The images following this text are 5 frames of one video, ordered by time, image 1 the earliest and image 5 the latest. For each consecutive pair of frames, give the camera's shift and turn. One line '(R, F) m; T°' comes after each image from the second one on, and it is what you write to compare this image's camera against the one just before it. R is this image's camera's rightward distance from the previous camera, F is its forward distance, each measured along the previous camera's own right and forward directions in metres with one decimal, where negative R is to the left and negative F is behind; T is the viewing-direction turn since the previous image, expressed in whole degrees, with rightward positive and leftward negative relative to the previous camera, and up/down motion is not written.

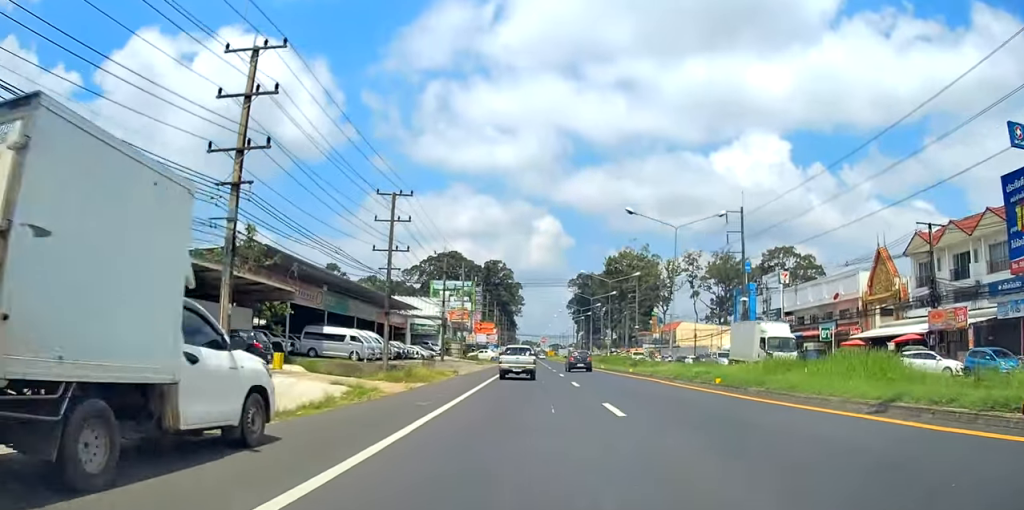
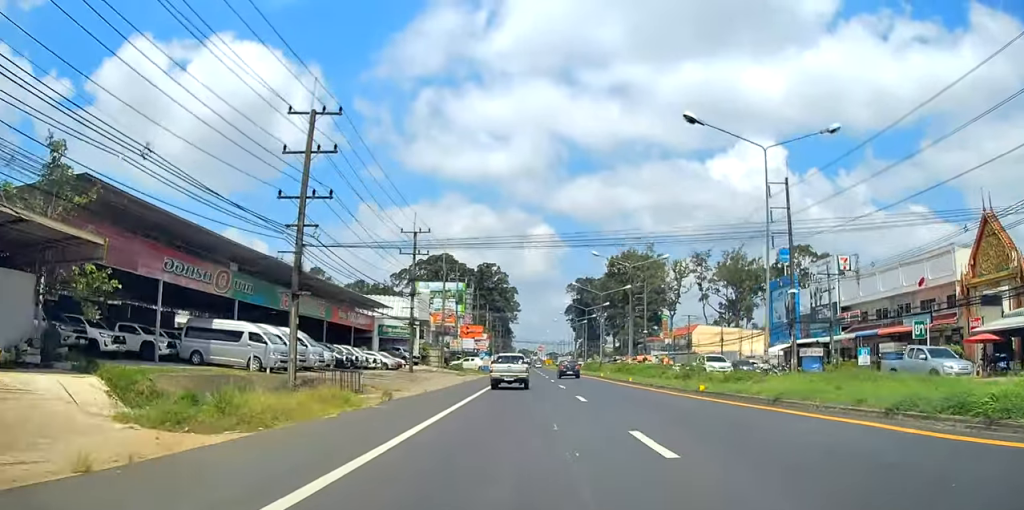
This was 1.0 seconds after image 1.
(0.0, +17.0) m; 0°
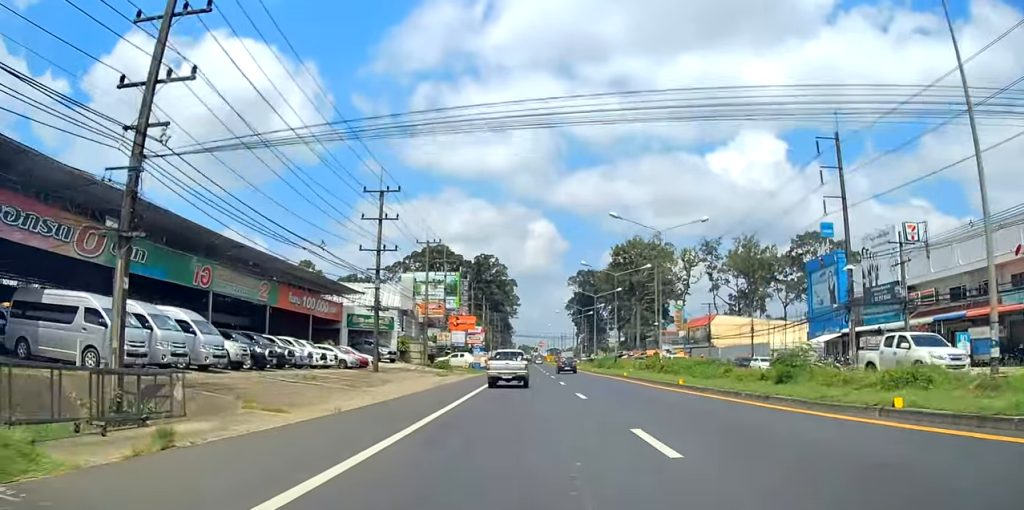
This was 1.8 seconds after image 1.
(0.0, +12.6) m; 0°
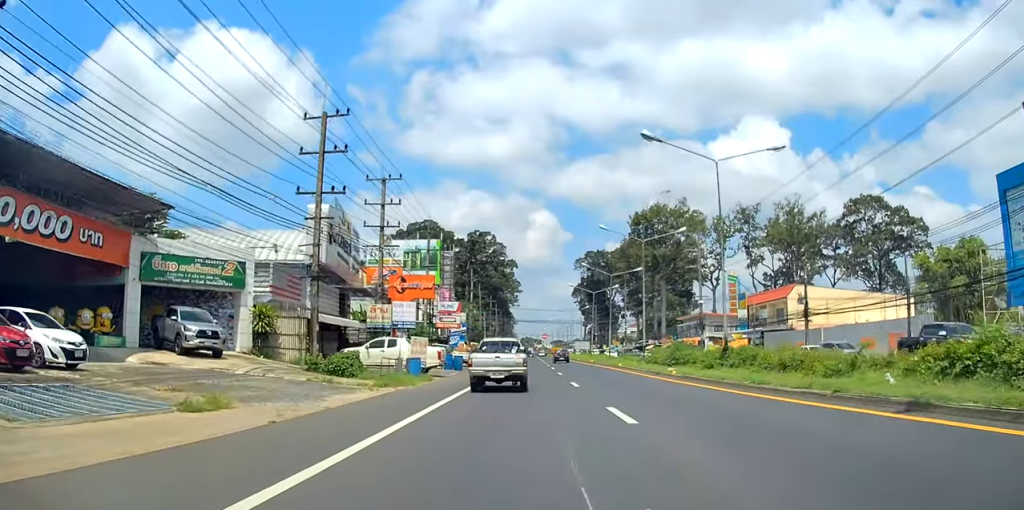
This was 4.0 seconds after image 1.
(+0.1, +34.4) m; 0°
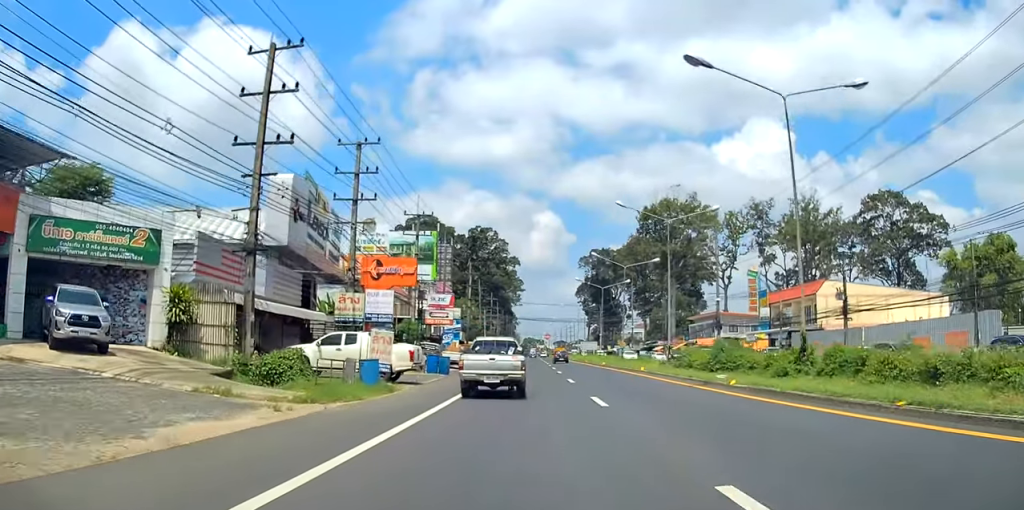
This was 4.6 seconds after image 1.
(0.0, +8.3) m; 0°
